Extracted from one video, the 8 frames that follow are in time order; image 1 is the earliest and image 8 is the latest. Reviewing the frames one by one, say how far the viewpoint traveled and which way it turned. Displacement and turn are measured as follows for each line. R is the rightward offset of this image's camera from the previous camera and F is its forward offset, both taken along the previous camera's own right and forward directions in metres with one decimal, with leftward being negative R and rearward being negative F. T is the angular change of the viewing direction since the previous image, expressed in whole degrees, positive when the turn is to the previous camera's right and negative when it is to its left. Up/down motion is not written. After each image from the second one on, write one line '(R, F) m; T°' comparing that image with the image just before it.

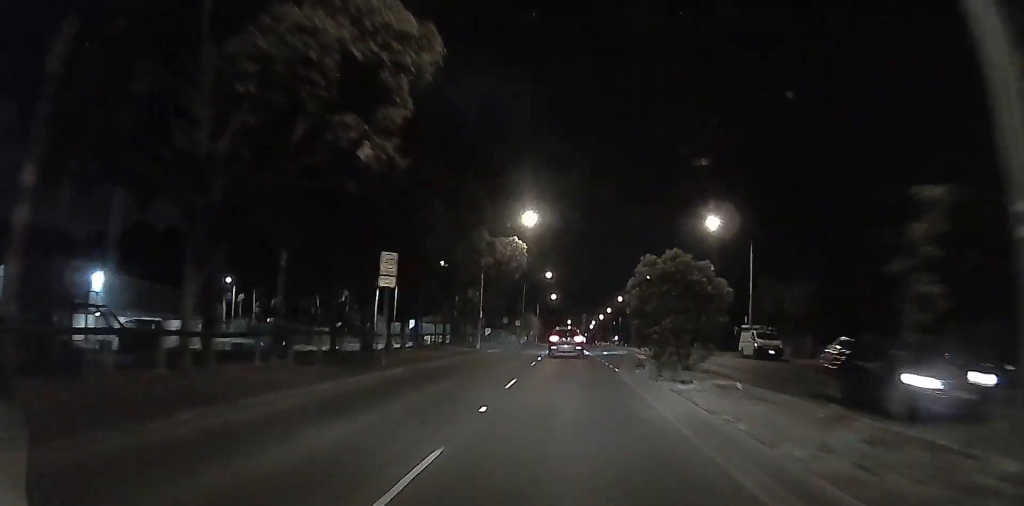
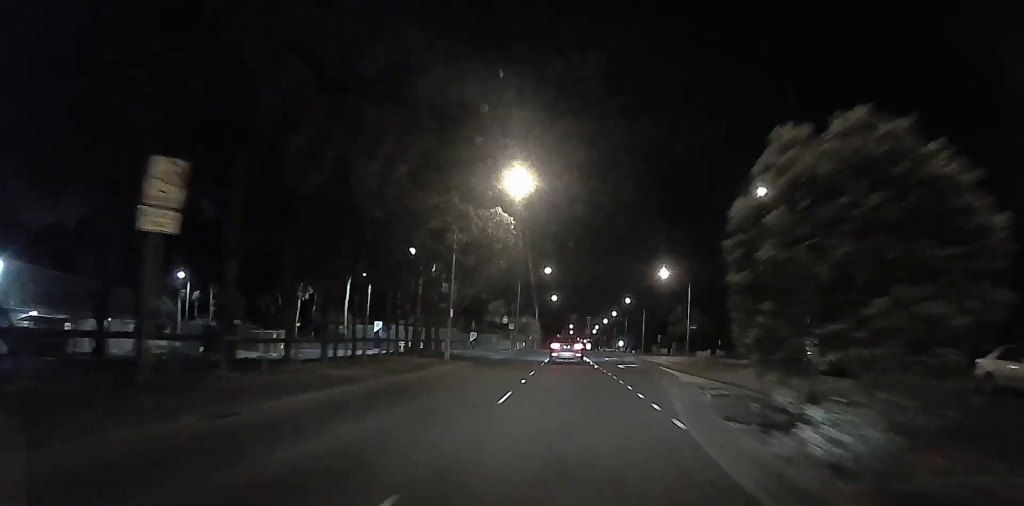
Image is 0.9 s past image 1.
(+0.1, +10.2) m; +1°
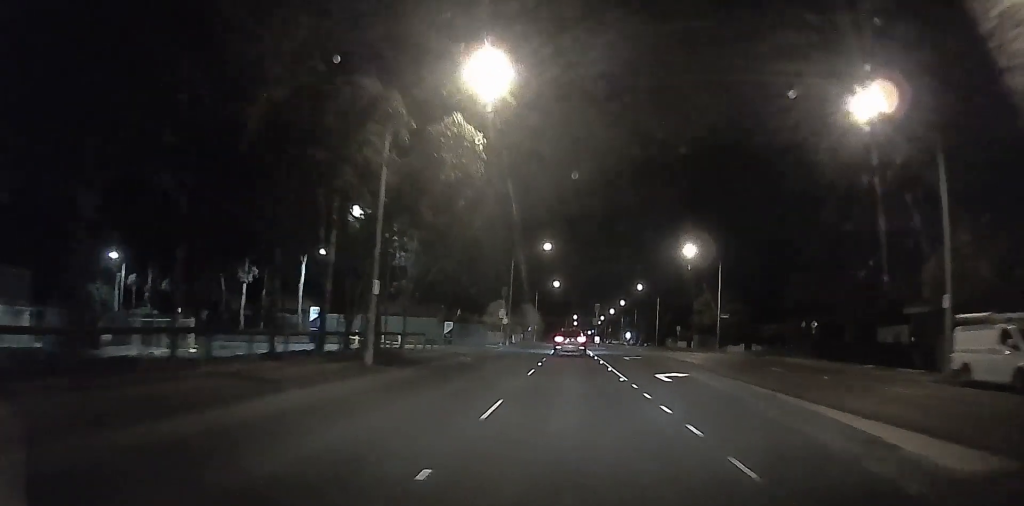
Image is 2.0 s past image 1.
(0.0, +12.7) m; -2°
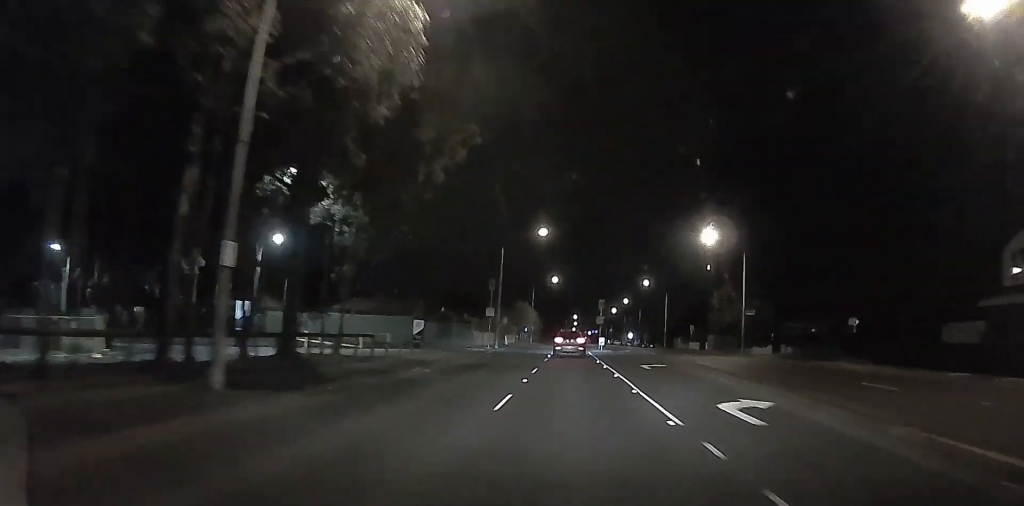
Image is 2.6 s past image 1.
(+0.1, +9.0) m; -4°
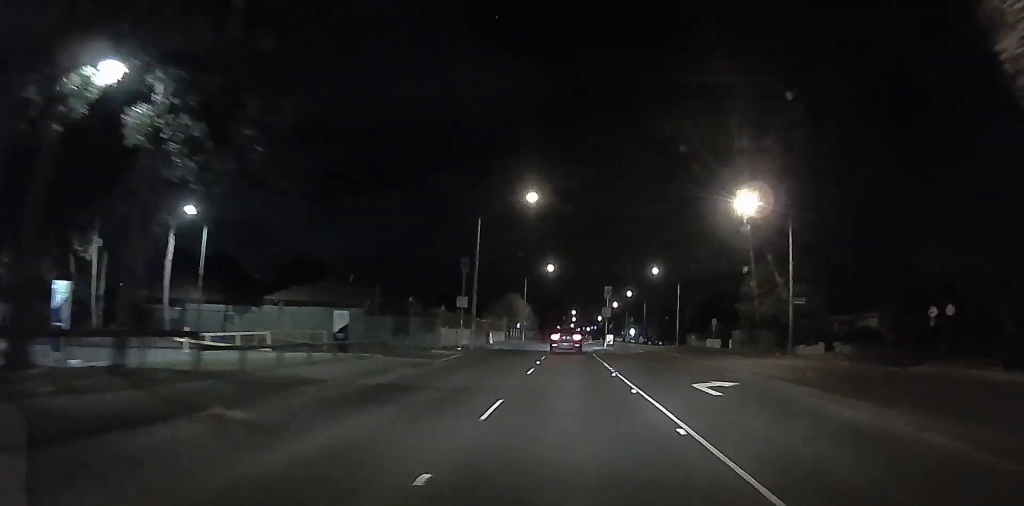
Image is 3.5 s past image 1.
(-0.9, +13.2) m; 0°
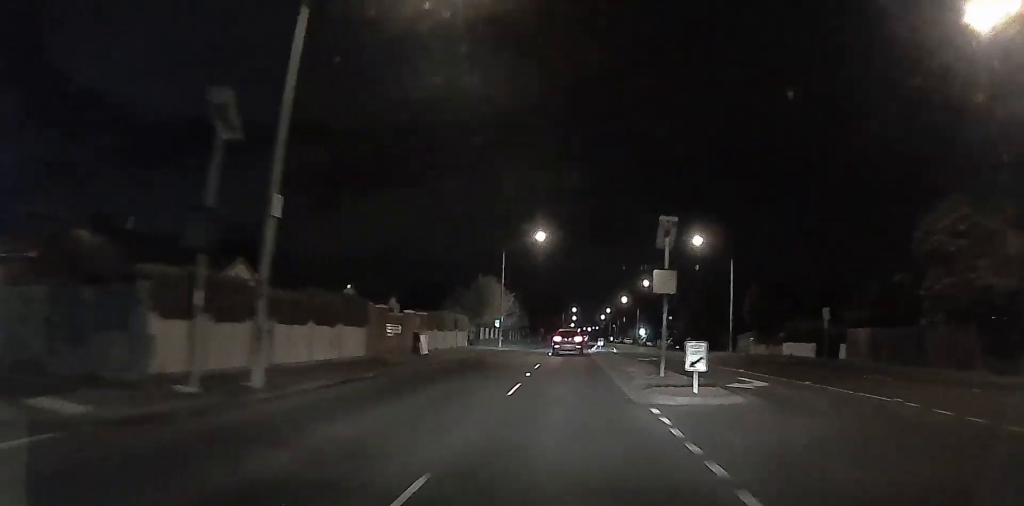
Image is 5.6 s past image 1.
(+2.5, +32.5) m; +7°
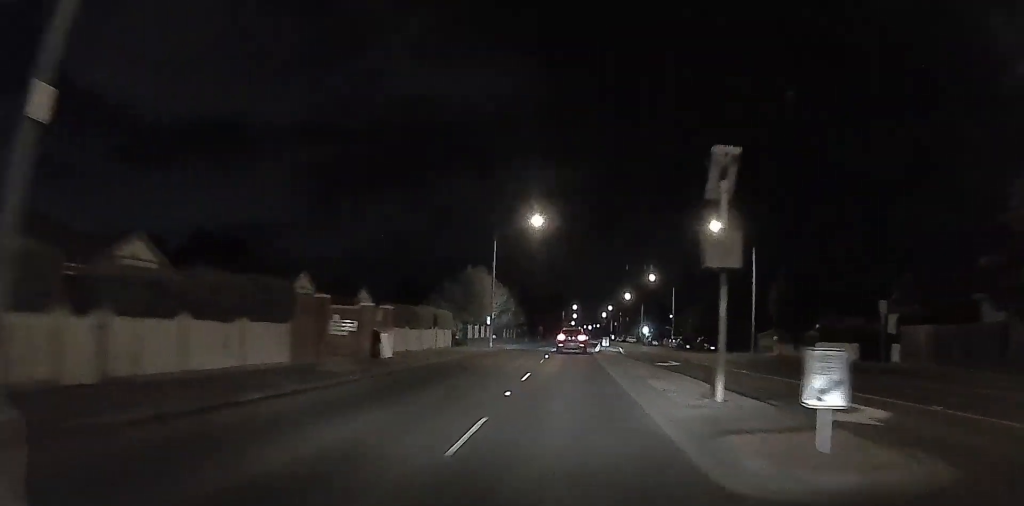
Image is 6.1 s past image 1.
(+0.2, +8.4) m; +1°
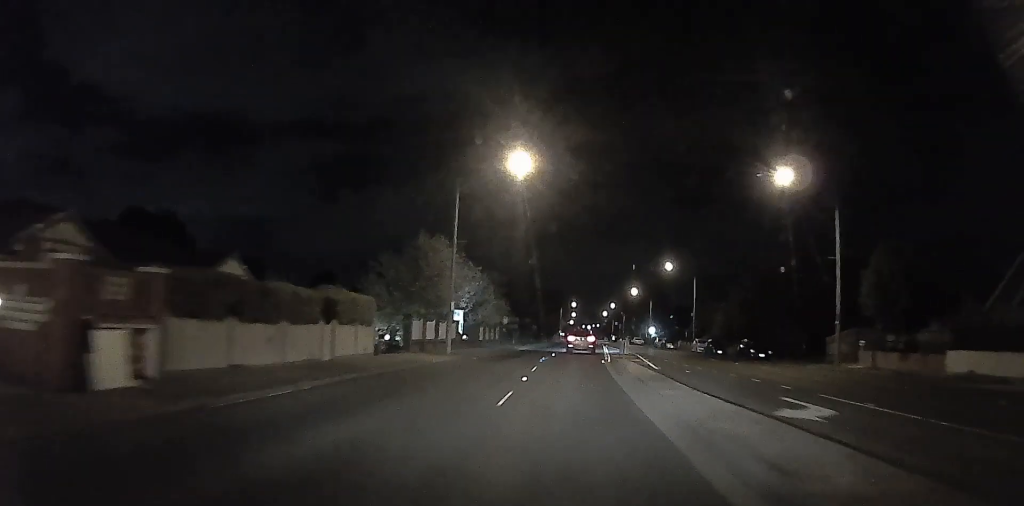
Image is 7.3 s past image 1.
(+0.3, +18.6) m; -1°
